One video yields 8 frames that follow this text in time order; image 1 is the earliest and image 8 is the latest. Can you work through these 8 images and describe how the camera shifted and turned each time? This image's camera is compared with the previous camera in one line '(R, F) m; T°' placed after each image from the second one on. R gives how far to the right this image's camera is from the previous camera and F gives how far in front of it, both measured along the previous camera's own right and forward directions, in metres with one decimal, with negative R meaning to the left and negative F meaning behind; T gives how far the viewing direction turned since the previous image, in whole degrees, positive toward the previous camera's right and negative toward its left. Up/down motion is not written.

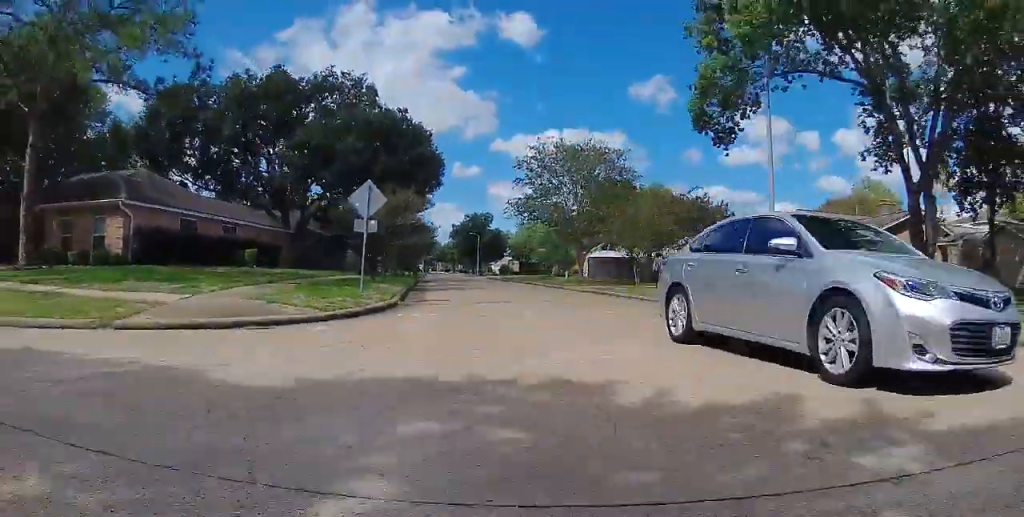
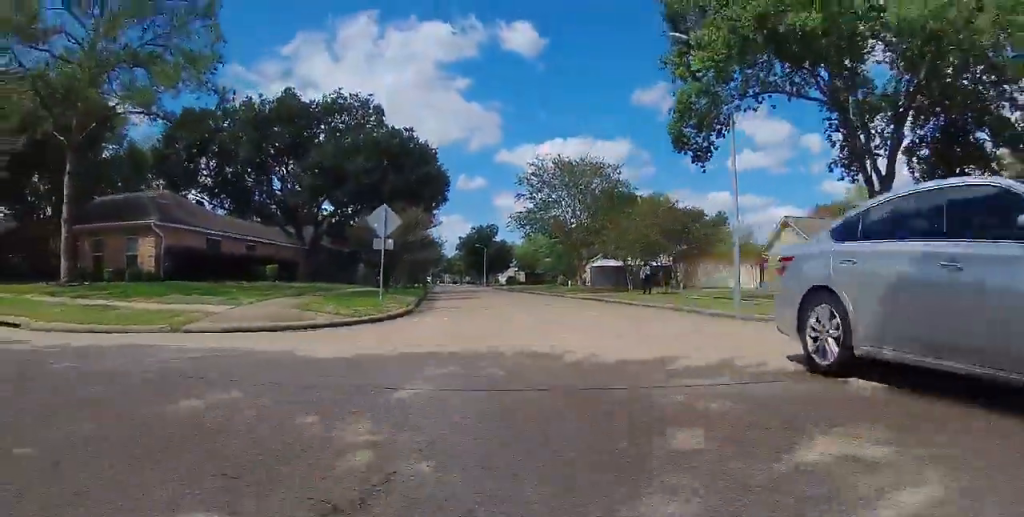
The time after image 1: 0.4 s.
(0.0, +2.7) m; 0°
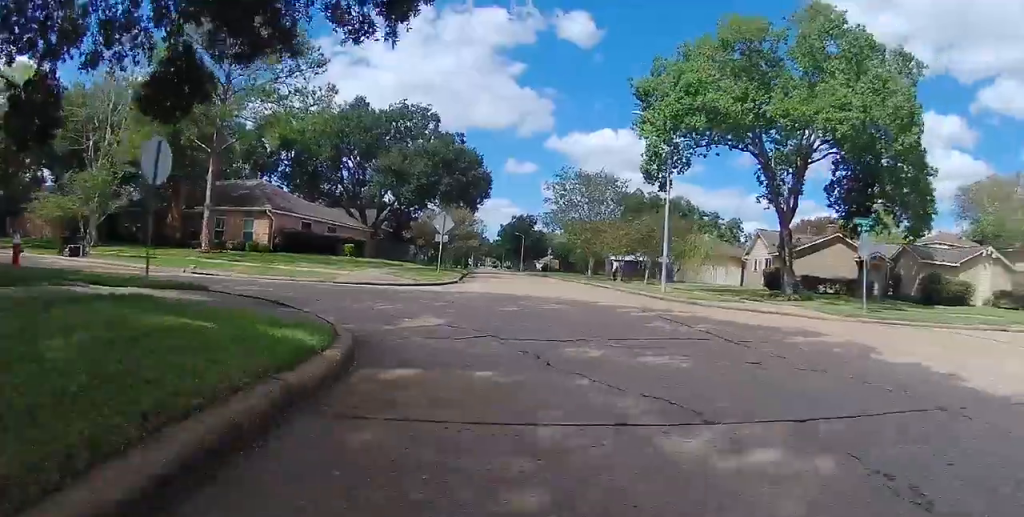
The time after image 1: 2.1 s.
(-0.2, +10.1) m; -2°
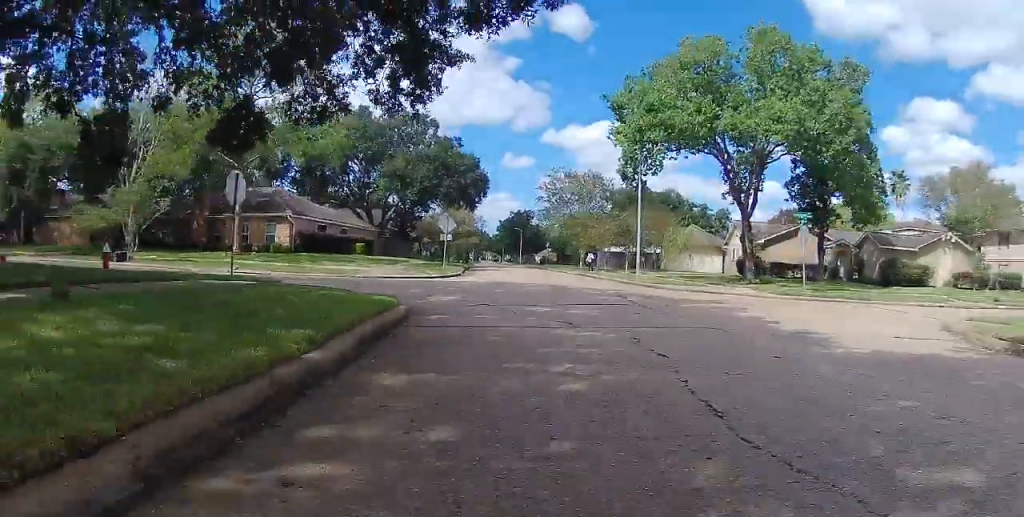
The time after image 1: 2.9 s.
(0.0, +4.1) m; 0°
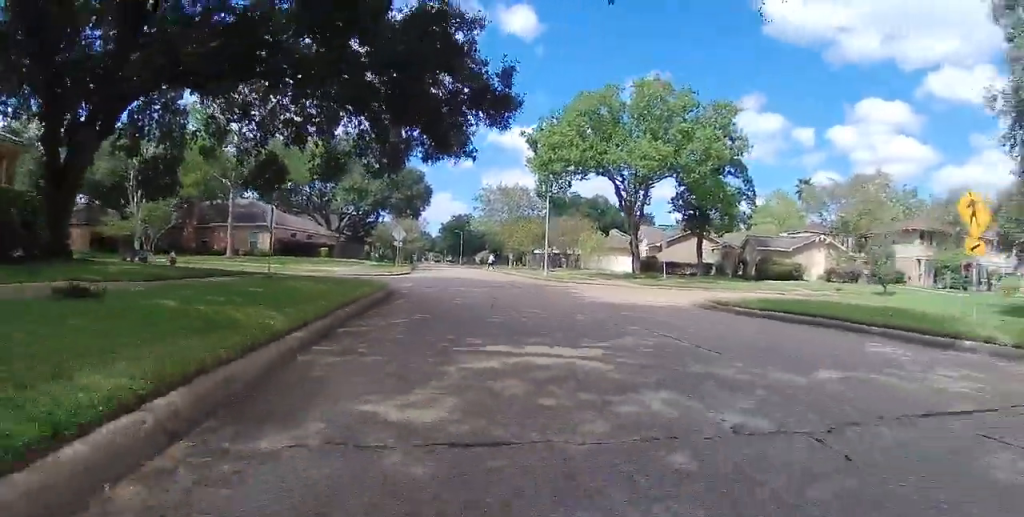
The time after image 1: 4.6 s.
(+0.2, +8.9) m; +3°
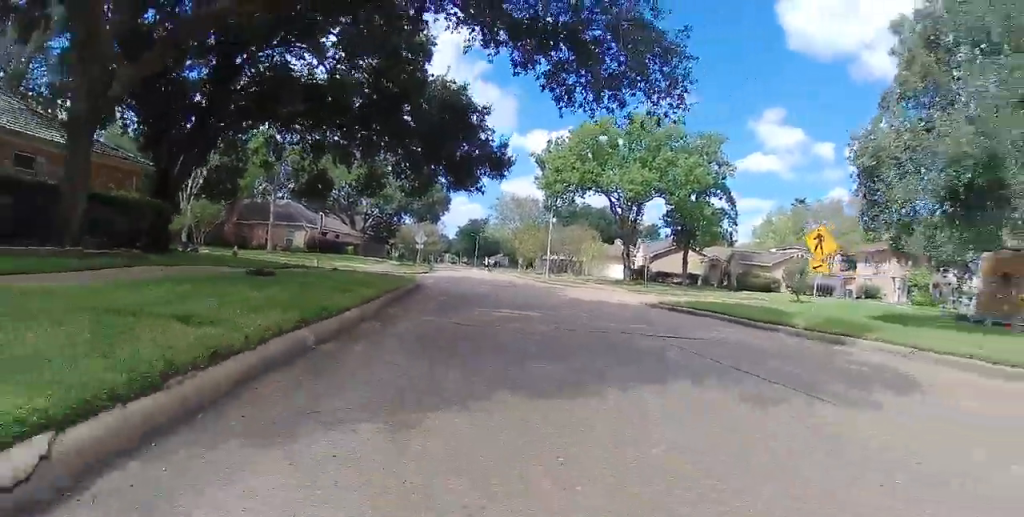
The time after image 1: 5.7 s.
(+0.1, +6.2) m; 0°
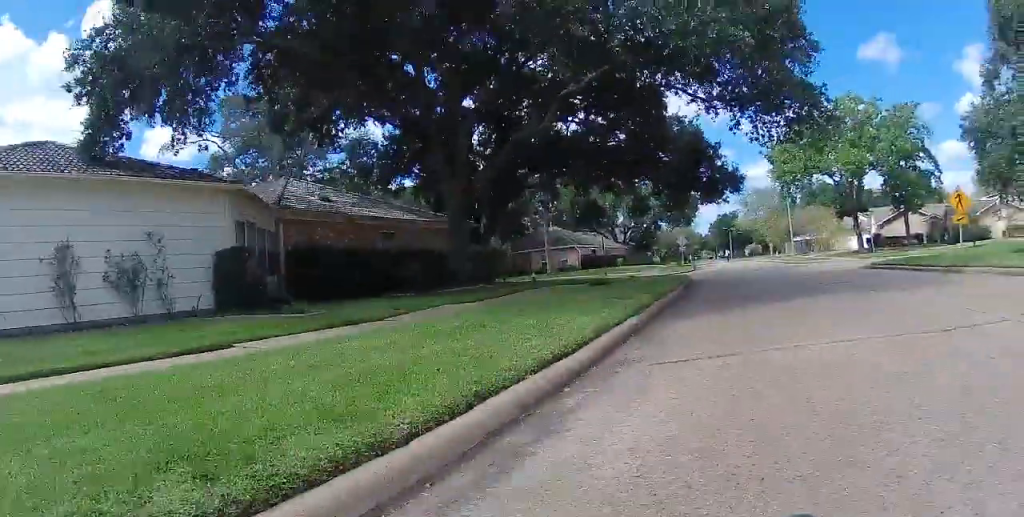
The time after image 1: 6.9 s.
(-0.2, +6.2) m; -2°
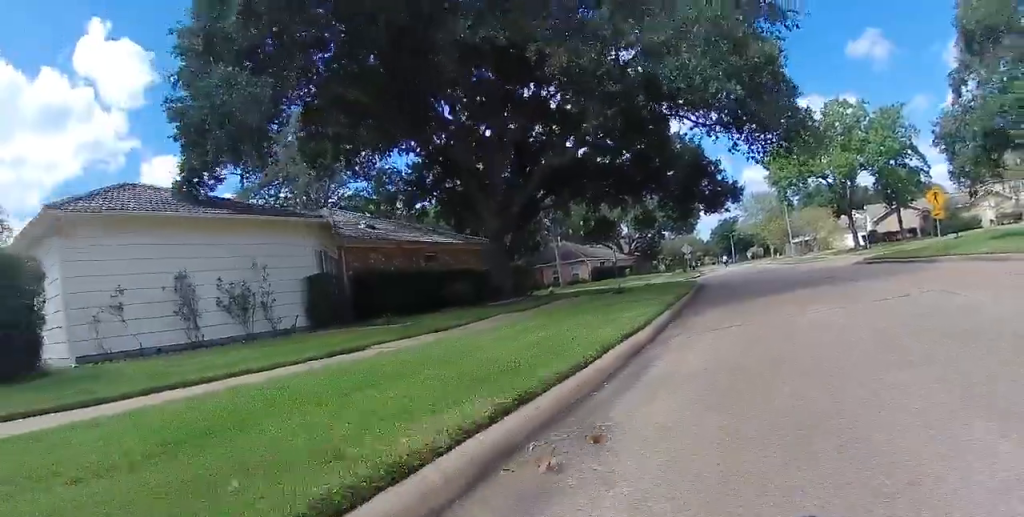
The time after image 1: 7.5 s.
(0.0, +2.4) m; 0°
